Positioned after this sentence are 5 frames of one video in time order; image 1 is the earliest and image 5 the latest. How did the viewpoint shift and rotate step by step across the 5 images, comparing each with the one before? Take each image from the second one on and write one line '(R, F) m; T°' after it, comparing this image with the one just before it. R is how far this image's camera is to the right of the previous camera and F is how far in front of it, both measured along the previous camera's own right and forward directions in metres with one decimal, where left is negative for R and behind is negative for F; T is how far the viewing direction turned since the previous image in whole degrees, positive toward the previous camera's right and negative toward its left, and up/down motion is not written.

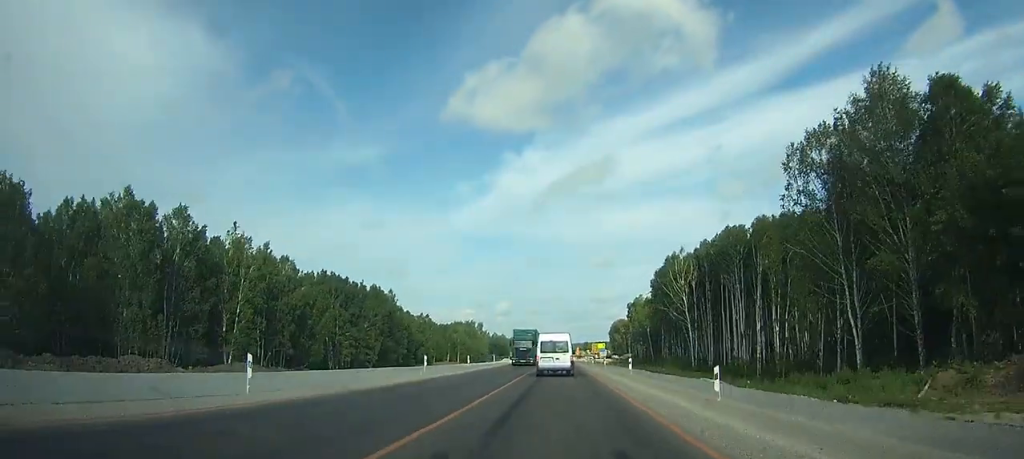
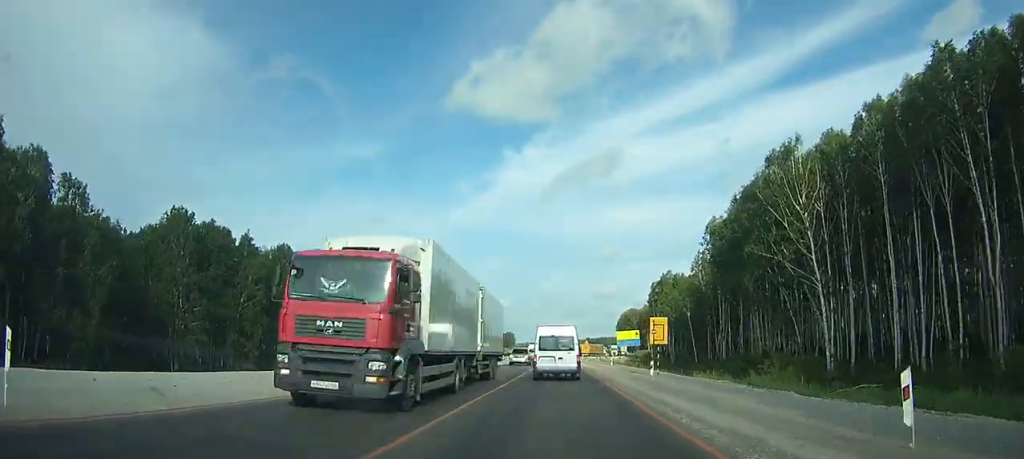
(+0.1, +60.6) m; 0°
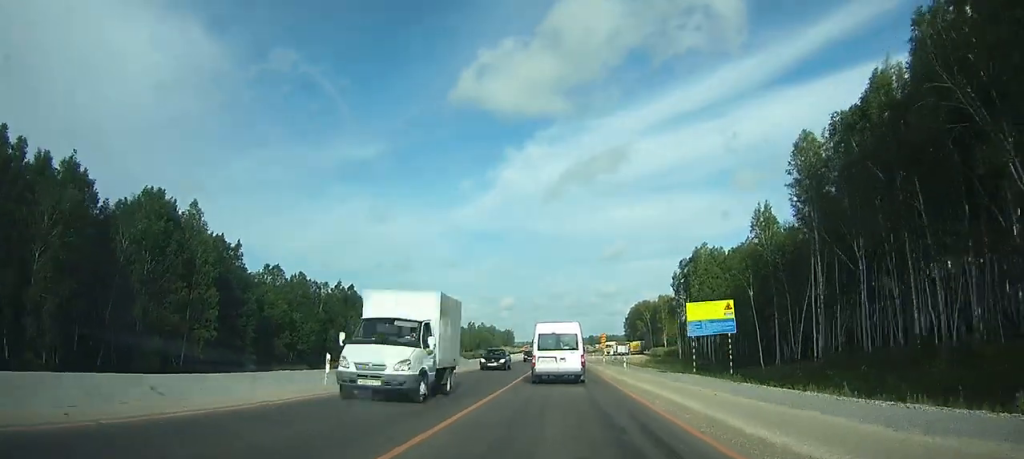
(0.0, +43.7) m; 0°
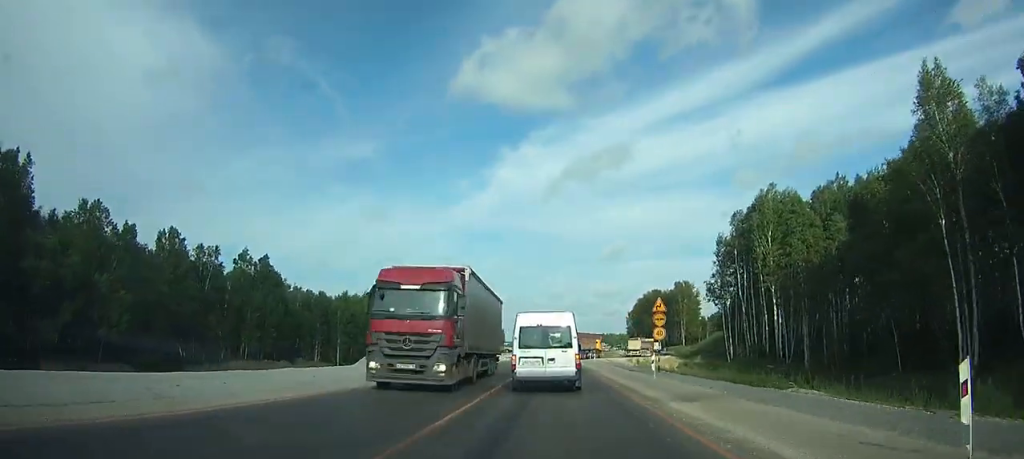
(0.0, +45.6) m; 0°
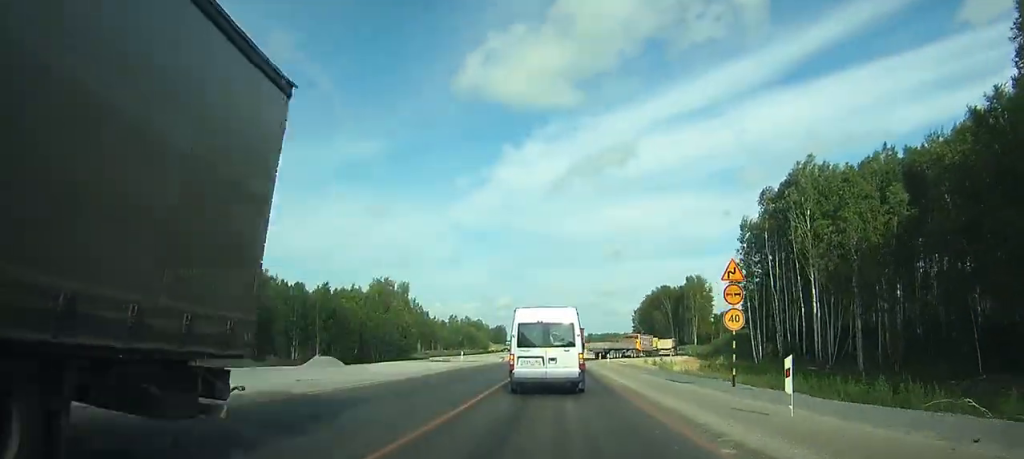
(0.0, +13.0) m; 0°
